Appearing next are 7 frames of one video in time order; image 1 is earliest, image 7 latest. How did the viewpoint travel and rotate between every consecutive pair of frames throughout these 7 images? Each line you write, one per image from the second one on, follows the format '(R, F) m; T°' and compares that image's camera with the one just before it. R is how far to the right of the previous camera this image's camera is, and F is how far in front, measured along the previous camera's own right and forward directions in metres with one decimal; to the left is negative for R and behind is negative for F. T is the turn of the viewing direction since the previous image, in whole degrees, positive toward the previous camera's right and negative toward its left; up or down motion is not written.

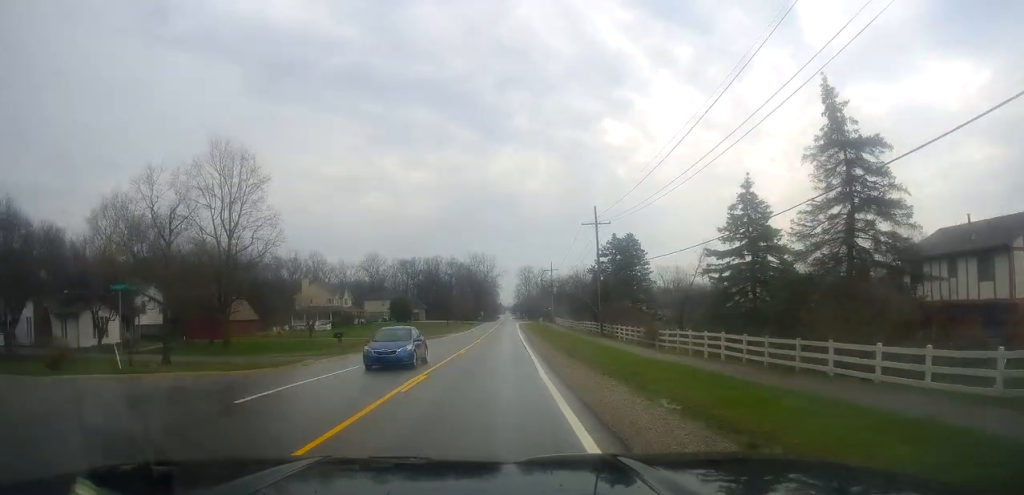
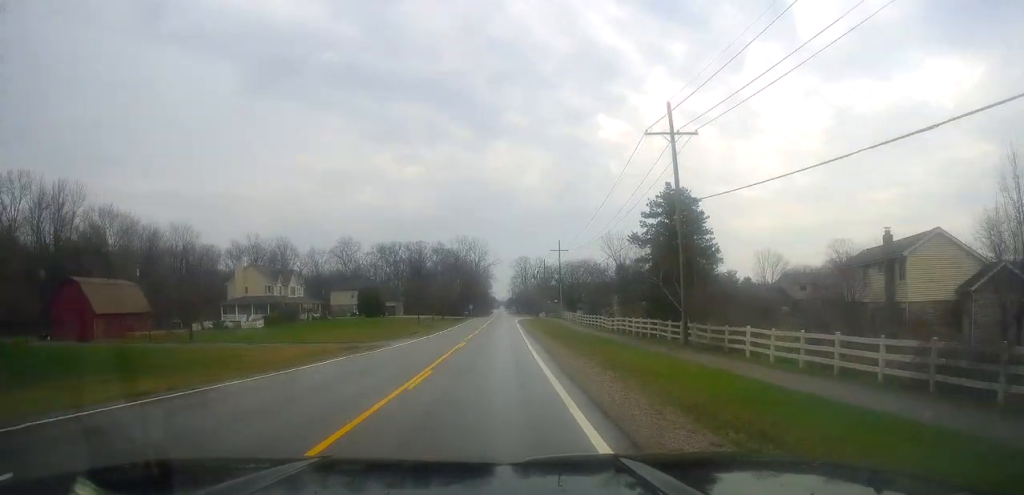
(0.0, +29.0) m; +1°
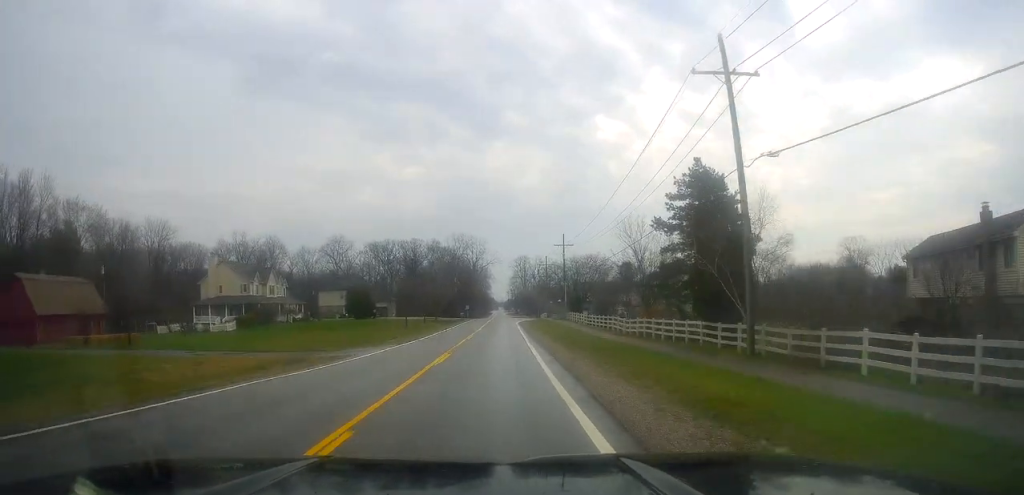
(-0.1, +8.6) m; +1°
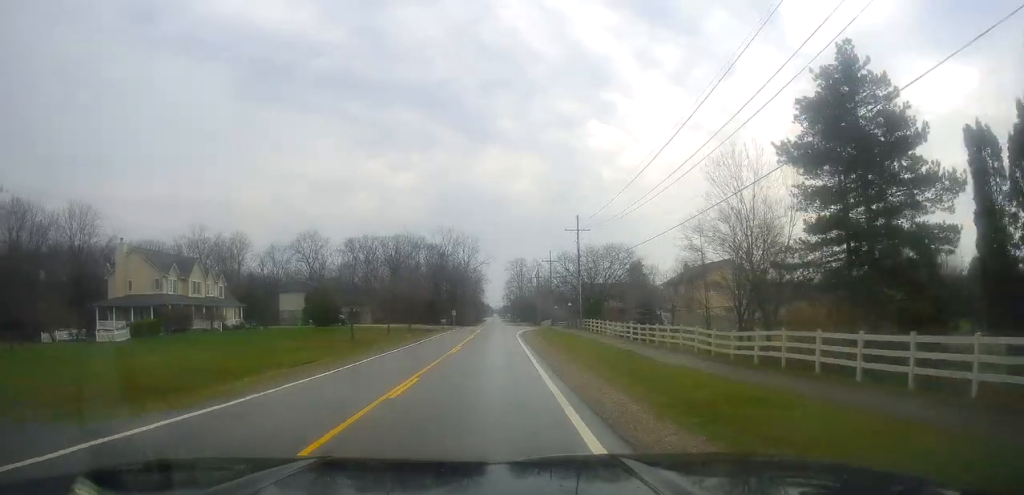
(+0.8, +22.2) m; +2°
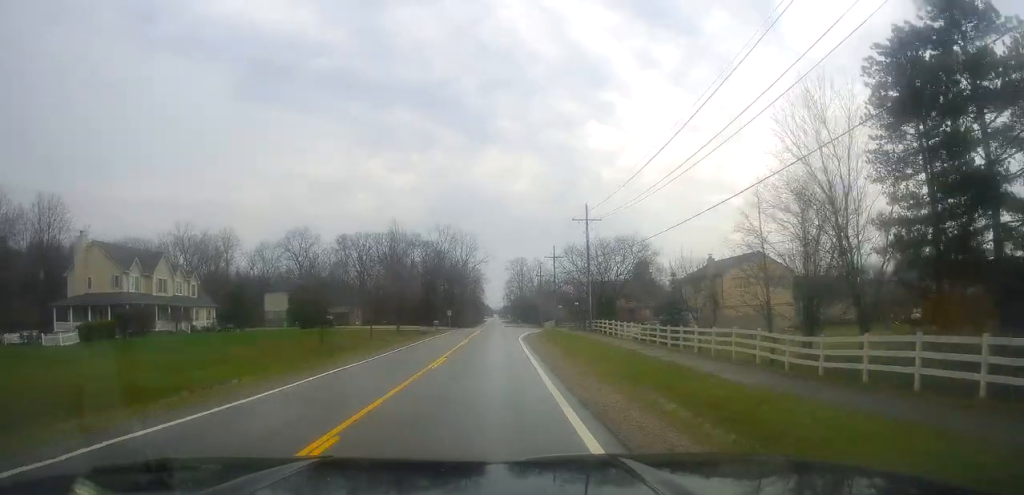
(+0.1, +7.7) m; -1°
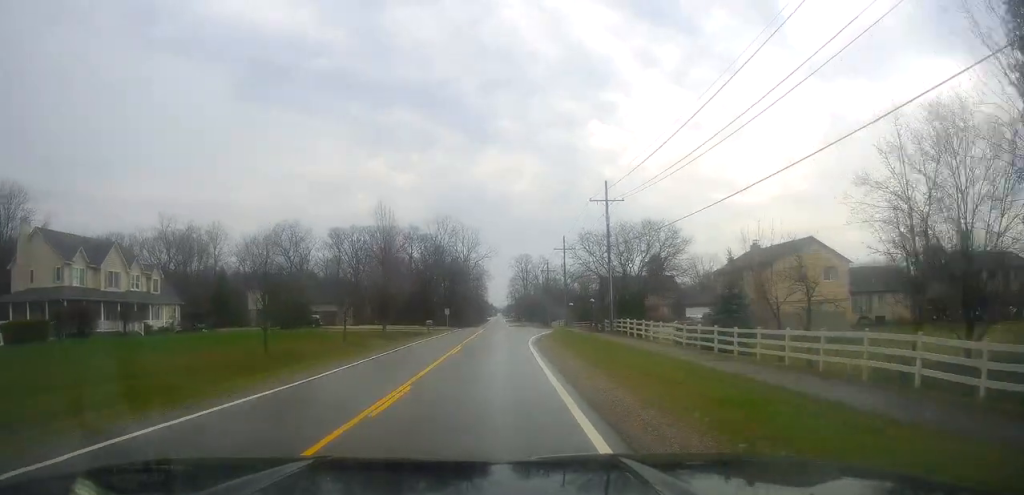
(-0.2, +9.8) m; -1°
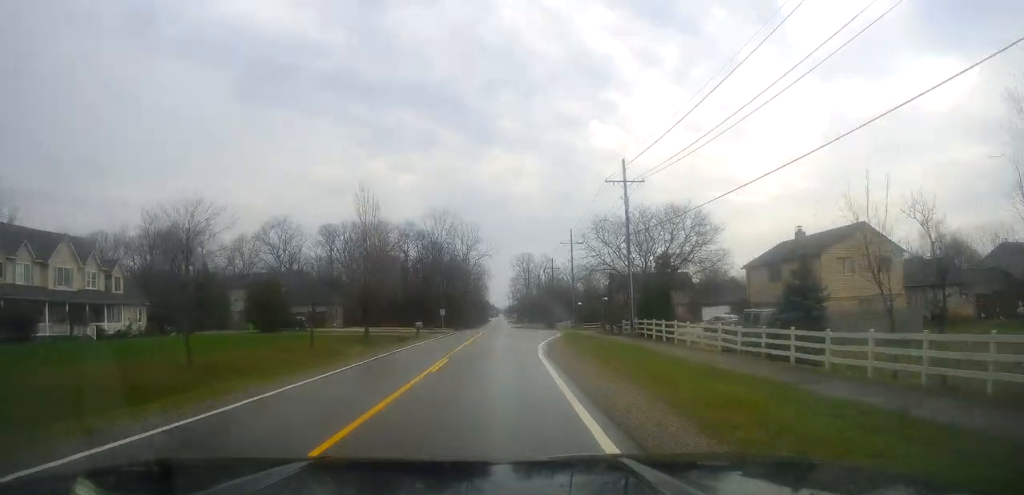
(-0.2, +7.8) m; -1°
